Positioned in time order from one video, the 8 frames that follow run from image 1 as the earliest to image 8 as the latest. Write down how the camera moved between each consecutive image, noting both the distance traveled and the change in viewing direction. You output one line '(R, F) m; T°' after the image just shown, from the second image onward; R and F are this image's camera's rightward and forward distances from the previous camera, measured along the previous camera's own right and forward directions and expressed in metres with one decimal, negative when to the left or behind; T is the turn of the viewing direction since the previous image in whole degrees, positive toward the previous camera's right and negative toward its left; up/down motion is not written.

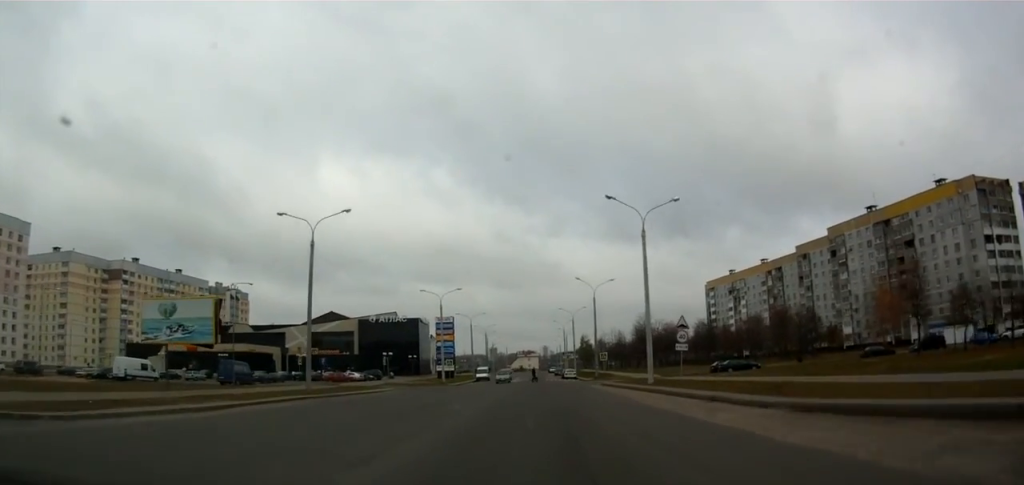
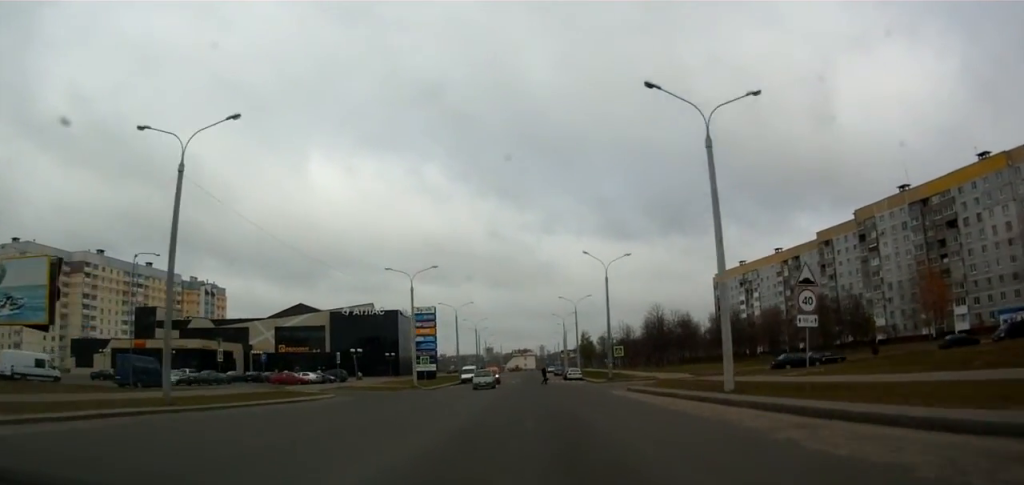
(0.0, +16.5) m; 0°
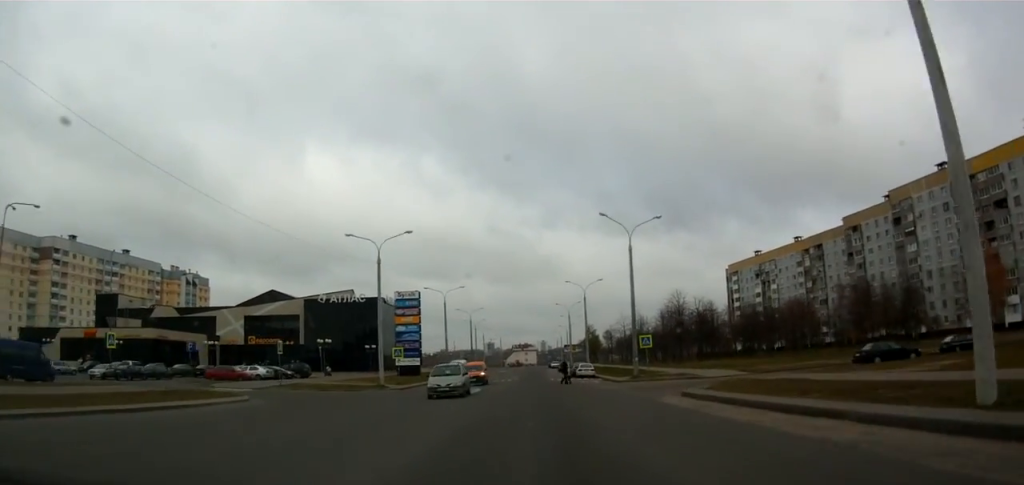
(-0.1, +14.6) m; 0°
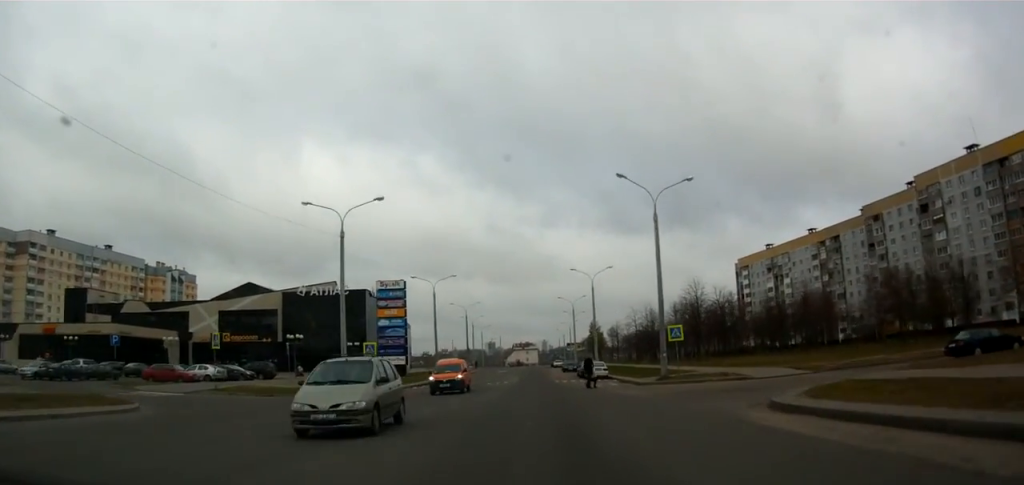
(+0.1, +9.7) m; +1°
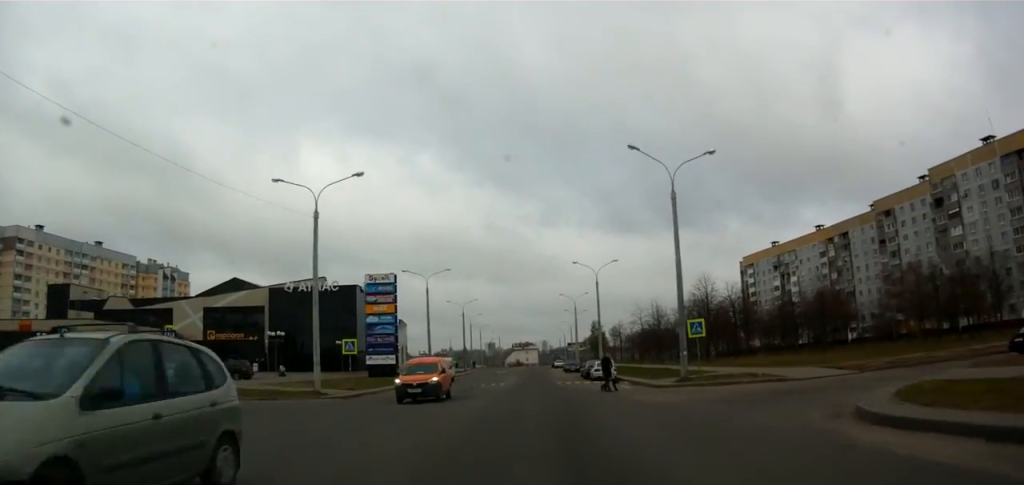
(0.0, +5.1) m; 0°
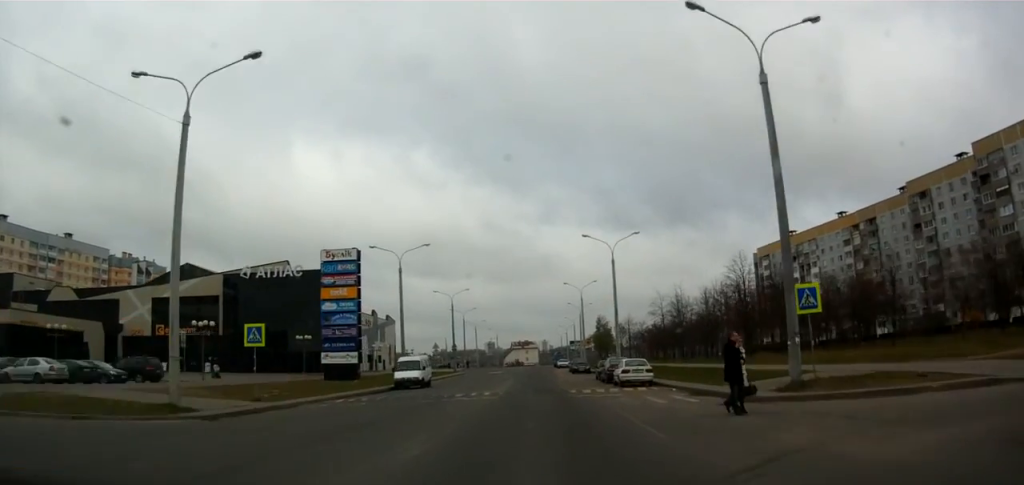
(-0.2, +14.3) m; -2°
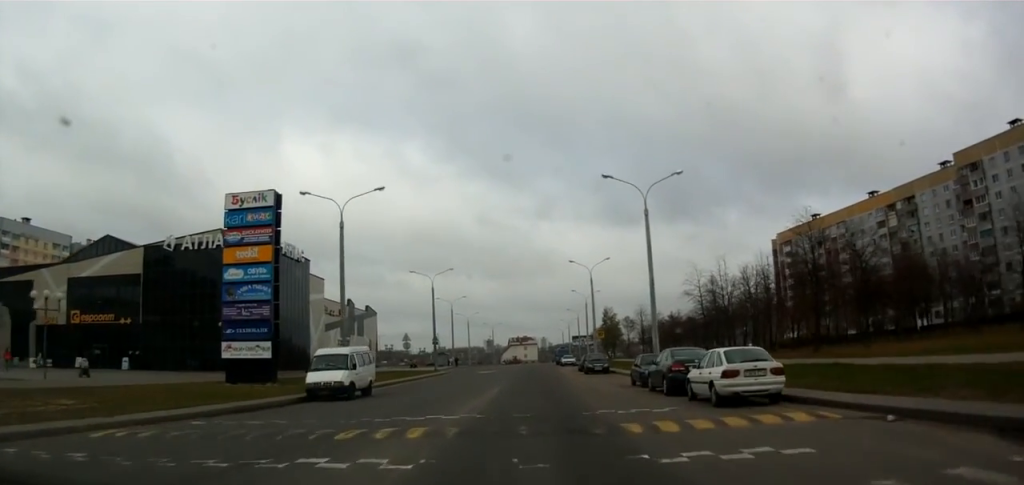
(+0.3, +18.6) m; +3°
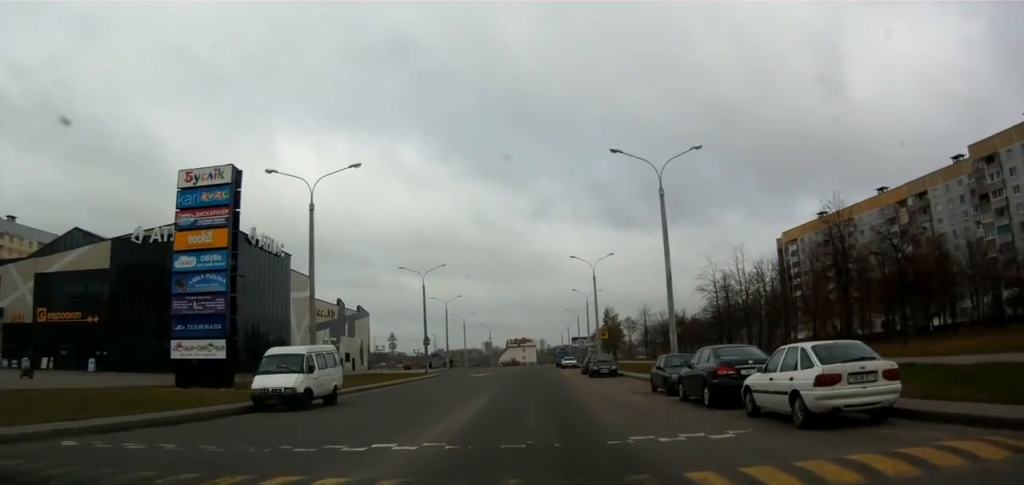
(-0.1, +6.6) m; -3°
